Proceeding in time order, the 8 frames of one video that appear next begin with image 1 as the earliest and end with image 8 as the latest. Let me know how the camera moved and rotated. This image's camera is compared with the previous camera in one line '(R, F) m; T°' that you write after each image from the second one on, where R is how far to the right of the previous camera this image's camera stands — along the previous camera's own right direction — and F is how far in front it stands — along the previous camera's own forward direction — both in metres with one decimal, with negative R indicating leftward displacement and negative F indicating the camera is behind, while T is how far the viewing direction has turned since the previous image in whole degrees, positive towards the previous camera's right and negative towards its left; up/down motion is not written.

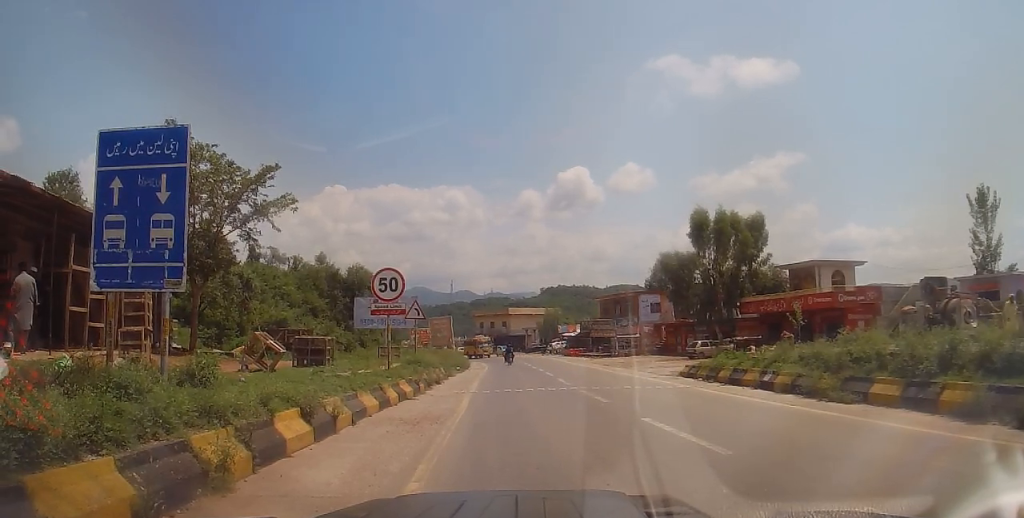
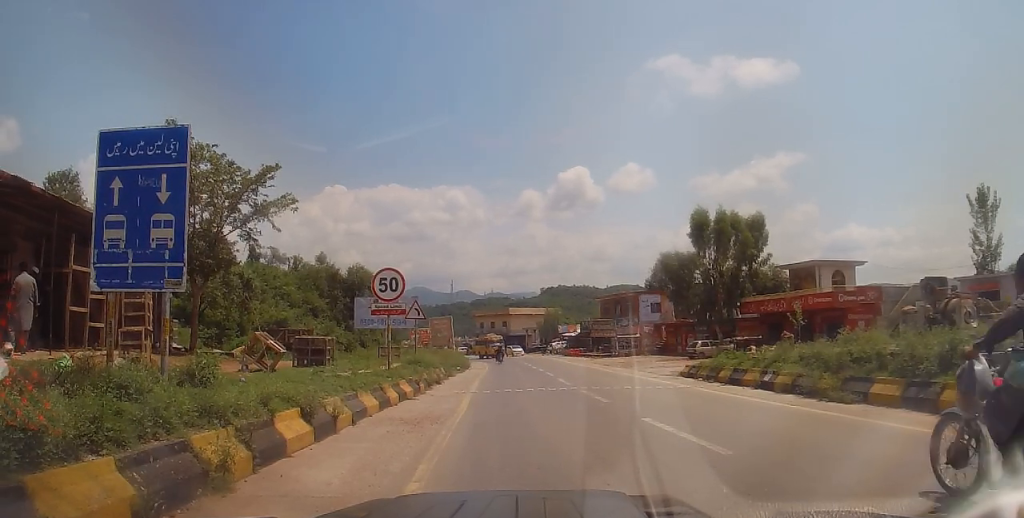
(0.0, 0.0) m; 0°
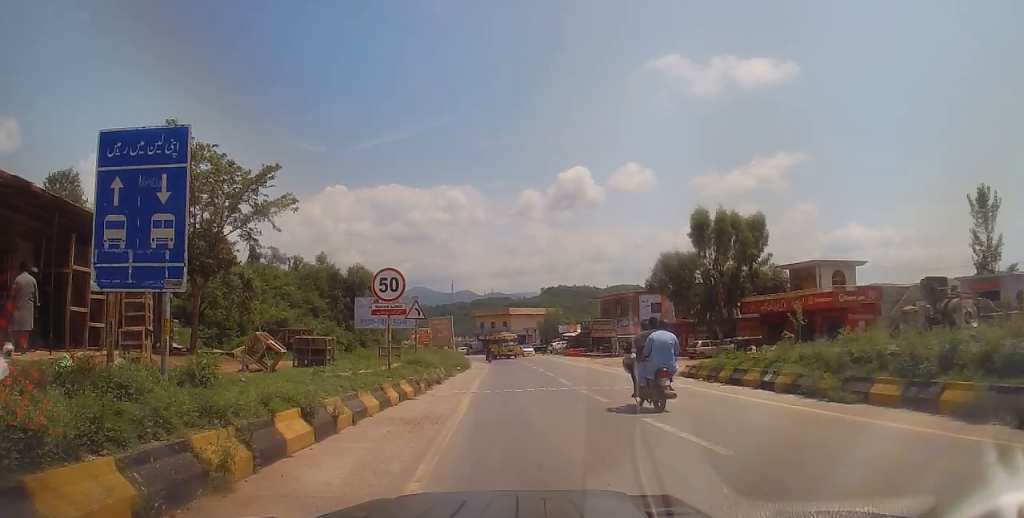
(0.0, 0.0) m; 0°
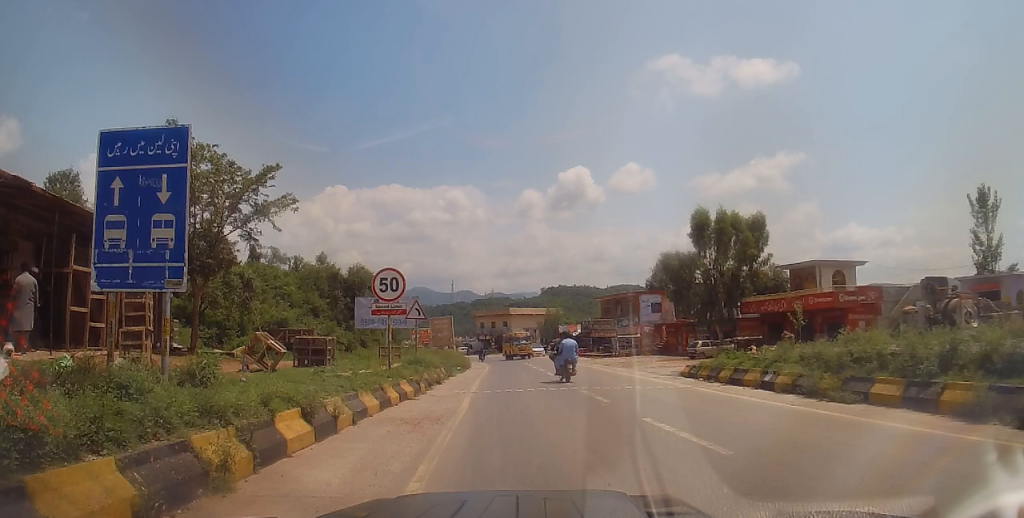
(0.0, 0.0) m; 0°
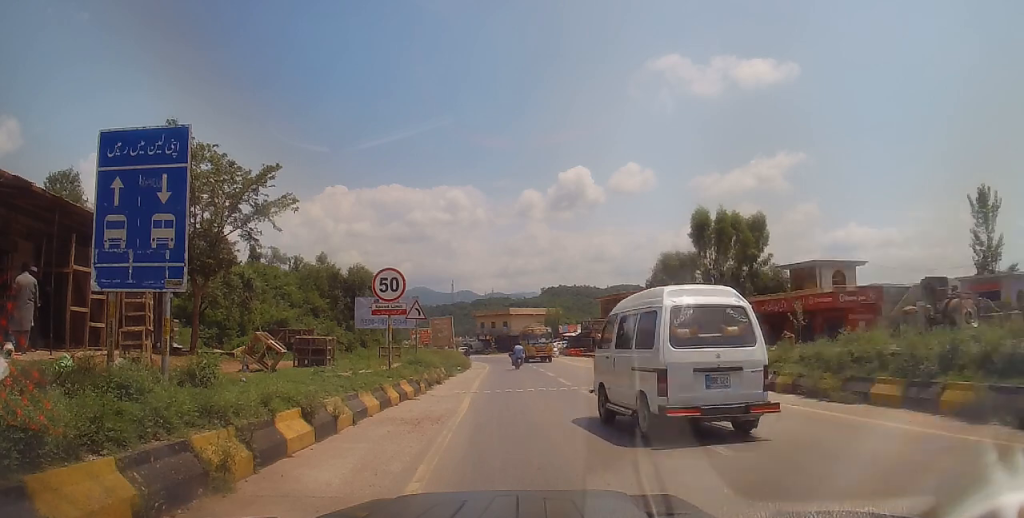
(0.0, 0.0) m; 0°
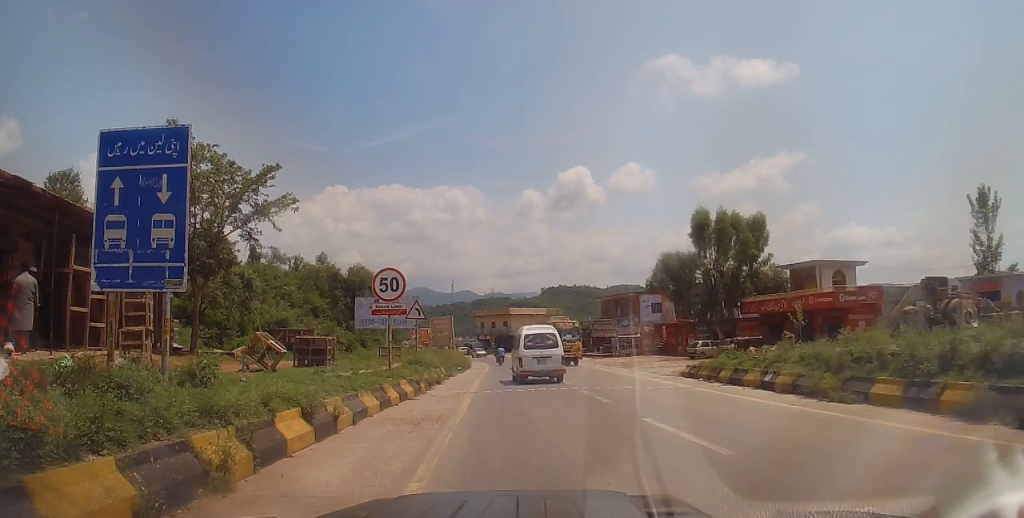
(0.0, 0.0) m; 0°
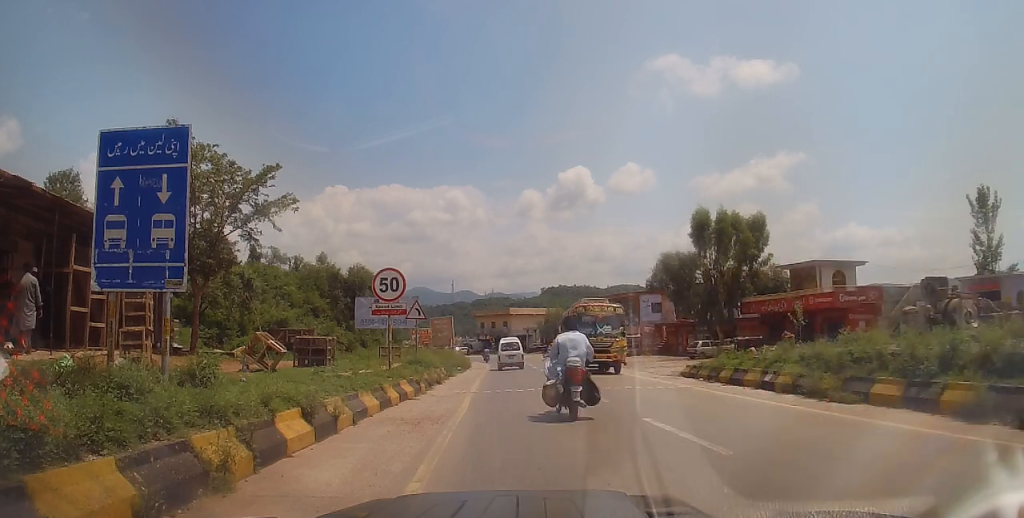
(0.0, 0.0) m; 0°
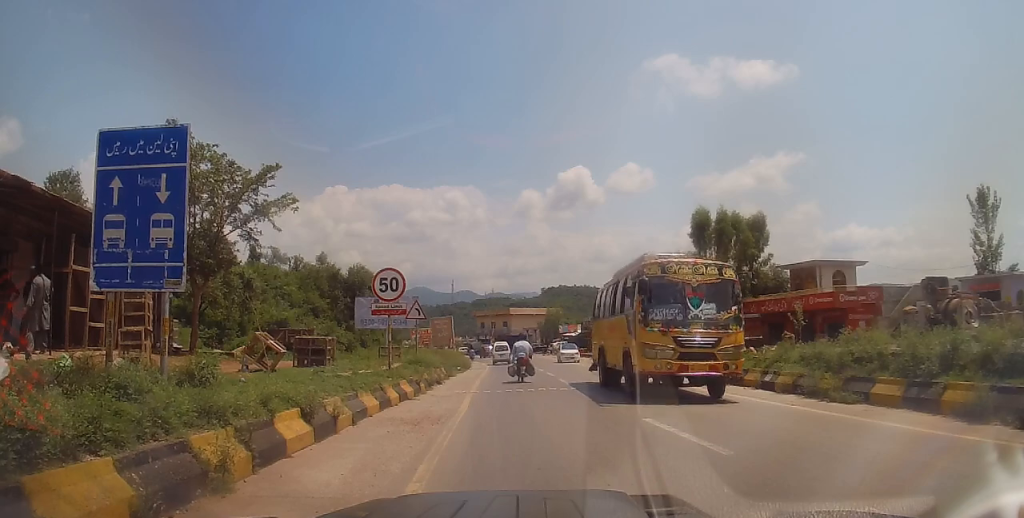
(0.0, 0.0) m; 0°
